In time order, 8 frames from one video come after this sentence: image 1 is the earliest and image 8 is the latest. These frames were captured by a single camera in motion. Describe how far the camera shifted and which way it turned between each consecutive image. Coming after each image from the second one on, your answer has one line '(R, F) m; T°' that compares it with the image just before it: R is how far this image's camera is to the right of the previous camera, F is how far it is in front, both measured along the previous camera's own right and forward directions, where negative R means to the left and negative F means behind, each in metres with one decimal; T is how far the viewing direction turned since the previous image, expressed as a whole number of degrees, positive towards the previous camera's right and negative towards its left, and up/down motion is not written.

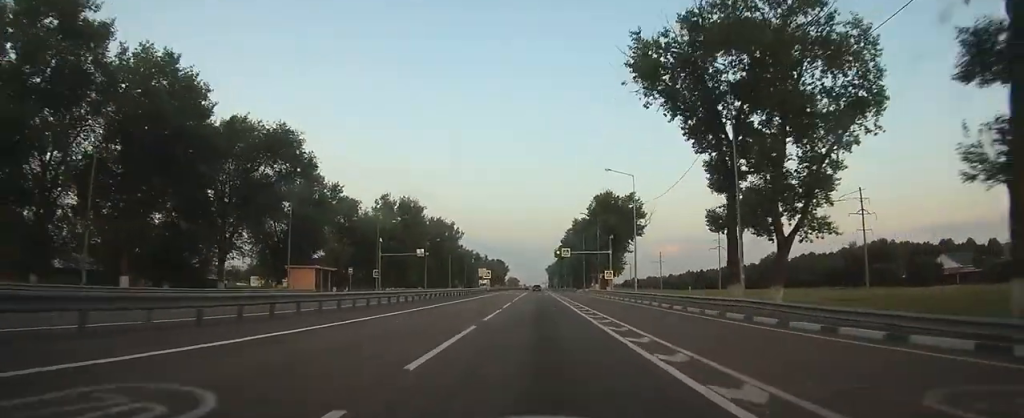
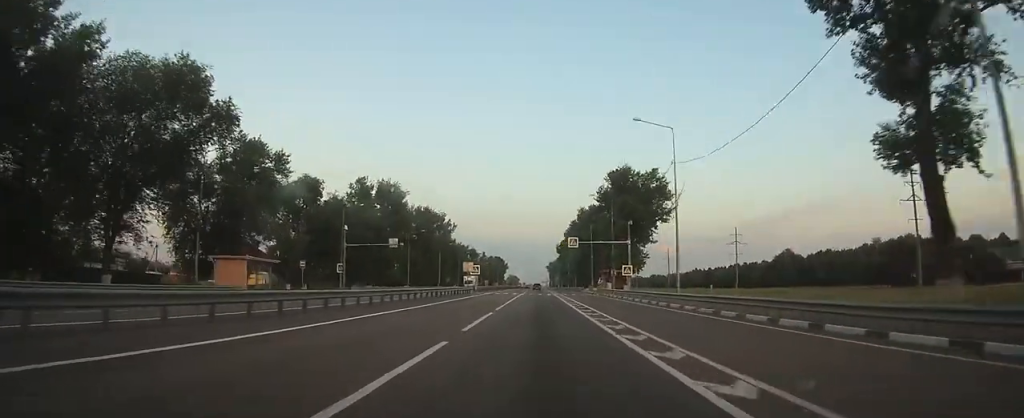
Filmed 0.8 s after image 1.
(0.0, +17.5) m; 0°
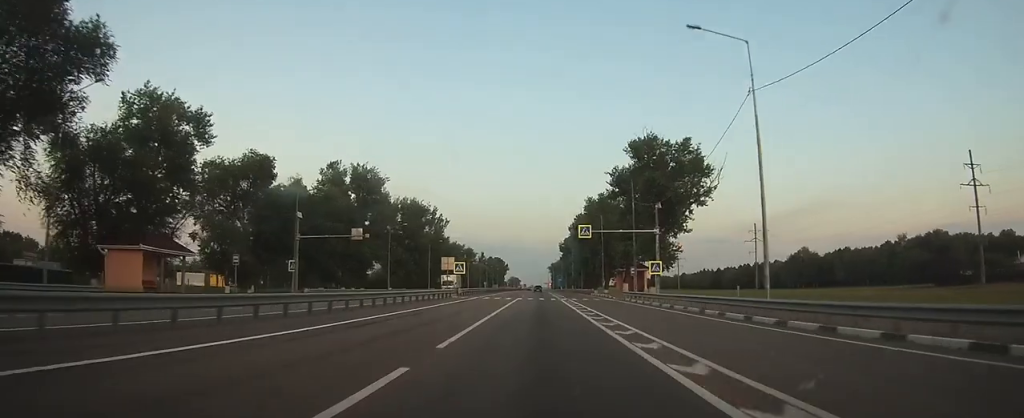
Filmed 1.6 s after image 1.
(-0.1, +15.8) m; -1°
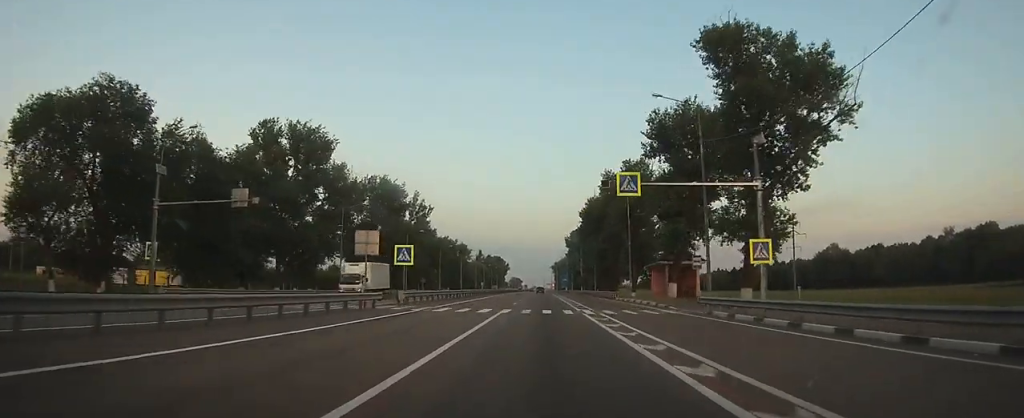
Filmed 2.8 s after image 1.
(-0.1, +24.9) m; 0°
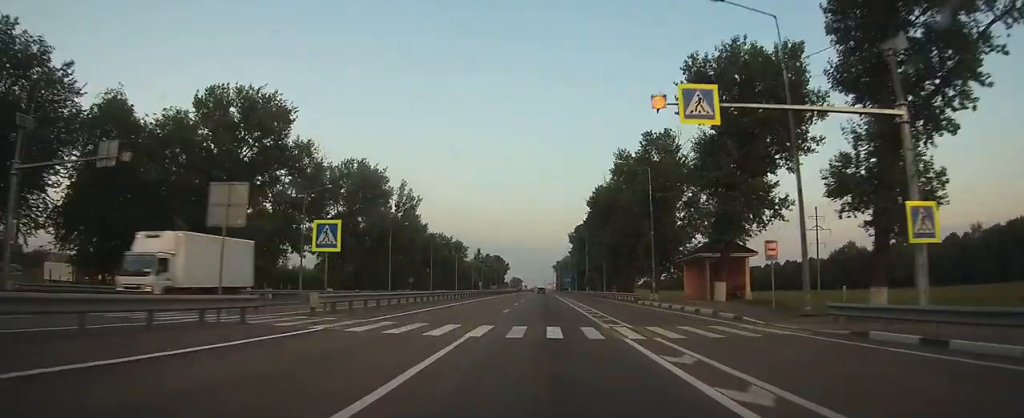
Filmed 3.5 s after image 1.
(+0.1, +12.6) m; 0°
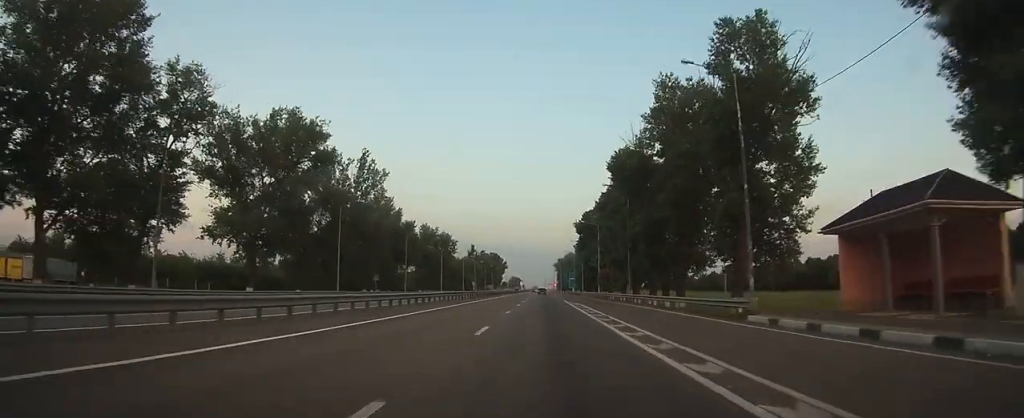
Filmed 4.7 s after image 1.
(0.0, +24.3) m; 0°
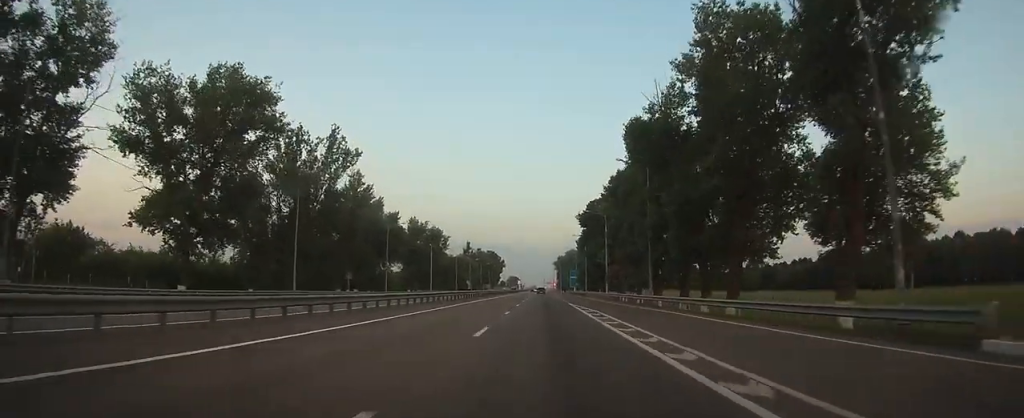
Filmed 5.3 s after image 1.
(0.0, +12.4) m; 0°
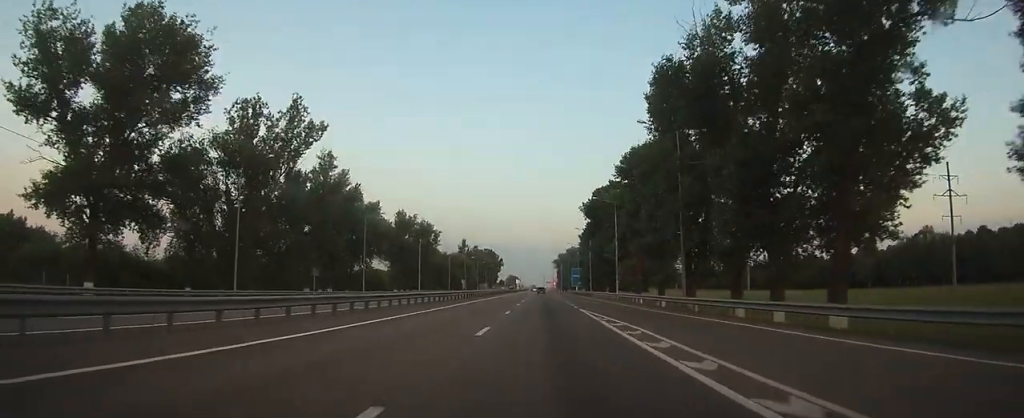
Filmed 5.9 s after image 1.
(0.0, +11.7) m; 0°
